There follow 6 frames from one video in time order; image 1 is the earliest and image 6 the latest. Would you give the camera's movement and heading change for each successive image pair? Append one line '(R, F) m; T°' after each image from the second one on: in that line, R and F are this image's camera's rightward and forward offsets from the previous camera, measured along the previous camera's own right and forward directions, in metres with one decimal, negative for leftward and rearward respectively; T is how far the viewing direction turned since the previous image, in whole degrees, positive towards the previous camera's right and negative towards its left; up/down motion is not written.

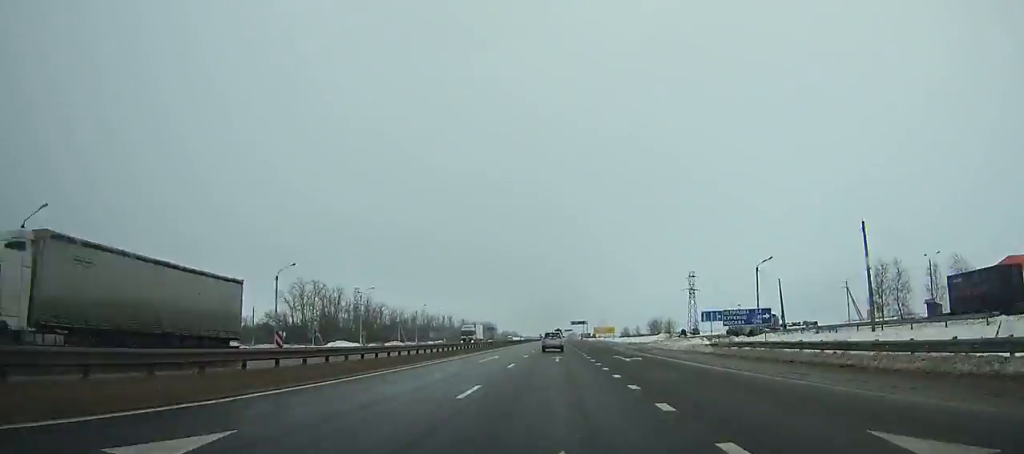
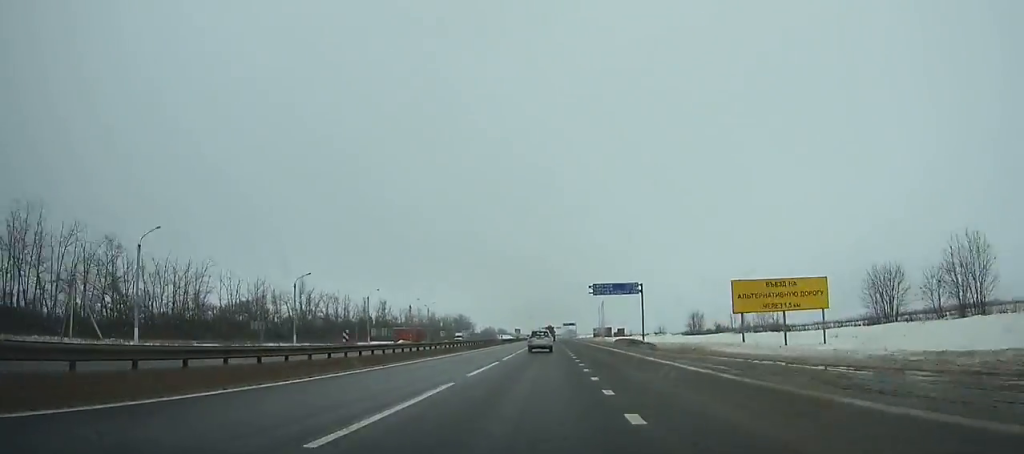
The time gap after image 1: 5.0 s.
(+0.1, +147.7) m; 0°
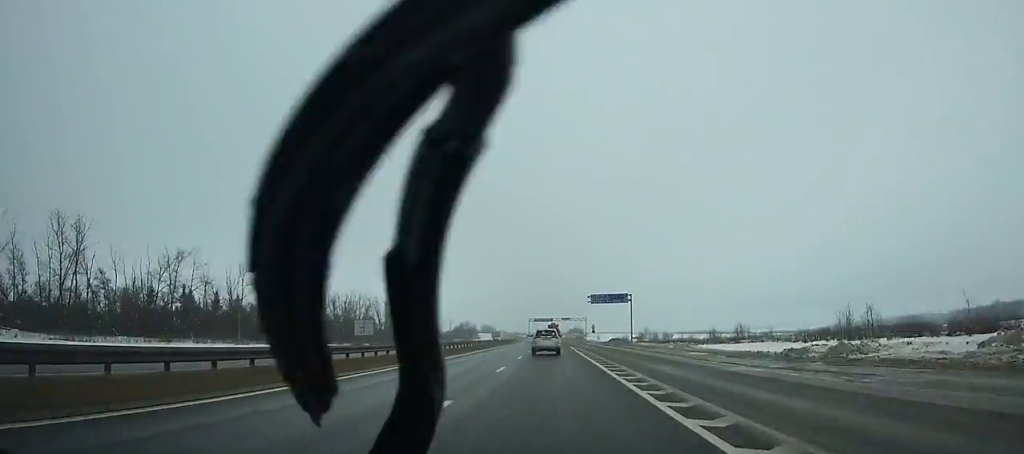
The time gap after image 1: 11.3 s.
(-0.2, +182.2) m; 0°
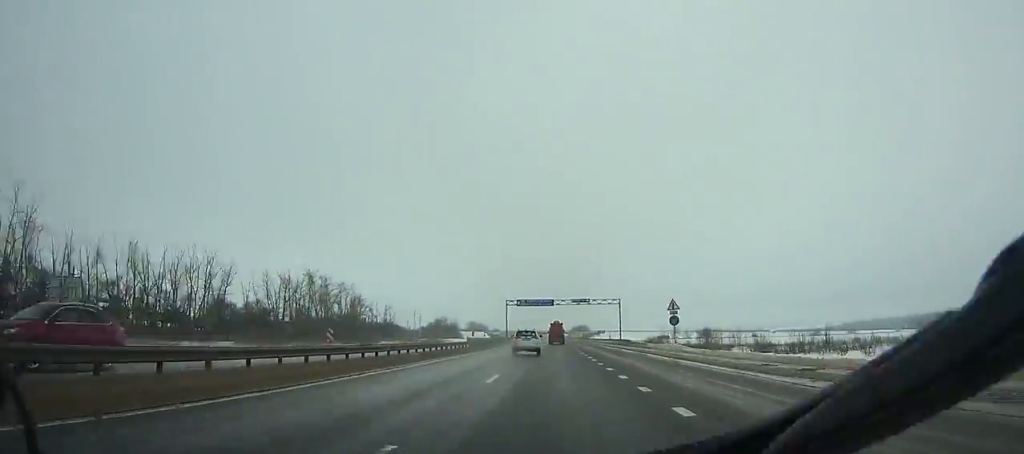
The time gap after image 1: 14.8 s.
(+0.2, +100.5) m; 0°
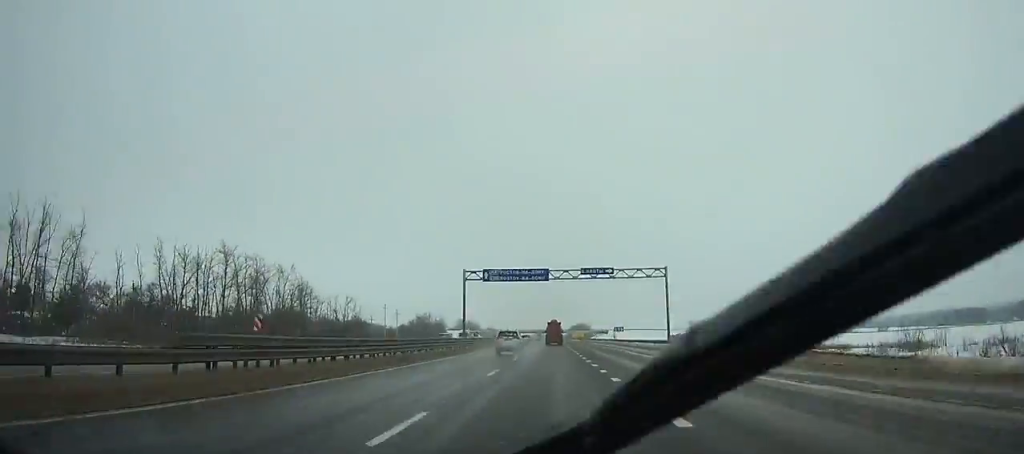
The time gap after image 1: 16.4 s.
(+0.2, +46.1) m; 0°
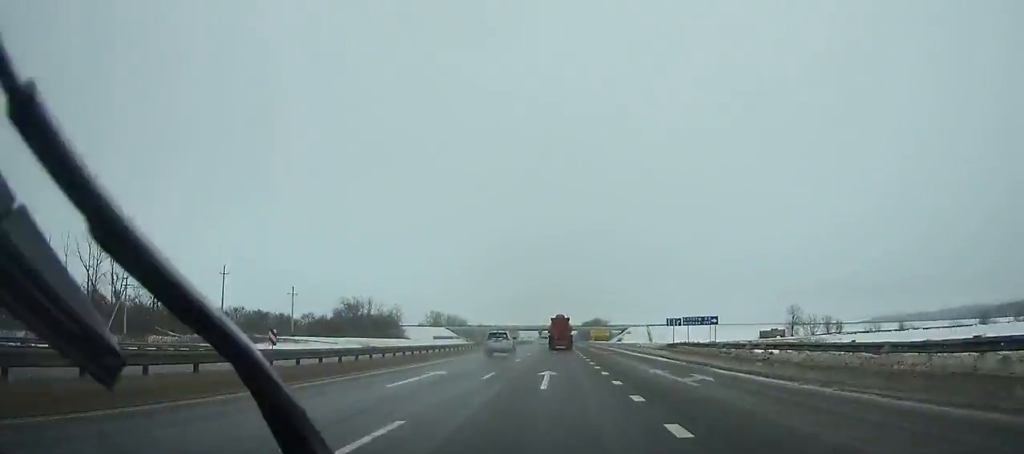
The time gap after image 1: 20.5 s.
(-0.9, +120.9) m; -1°
